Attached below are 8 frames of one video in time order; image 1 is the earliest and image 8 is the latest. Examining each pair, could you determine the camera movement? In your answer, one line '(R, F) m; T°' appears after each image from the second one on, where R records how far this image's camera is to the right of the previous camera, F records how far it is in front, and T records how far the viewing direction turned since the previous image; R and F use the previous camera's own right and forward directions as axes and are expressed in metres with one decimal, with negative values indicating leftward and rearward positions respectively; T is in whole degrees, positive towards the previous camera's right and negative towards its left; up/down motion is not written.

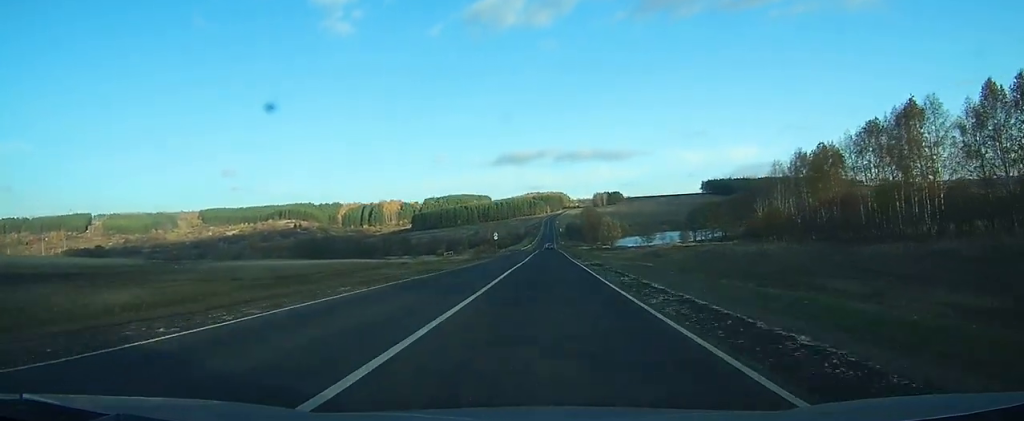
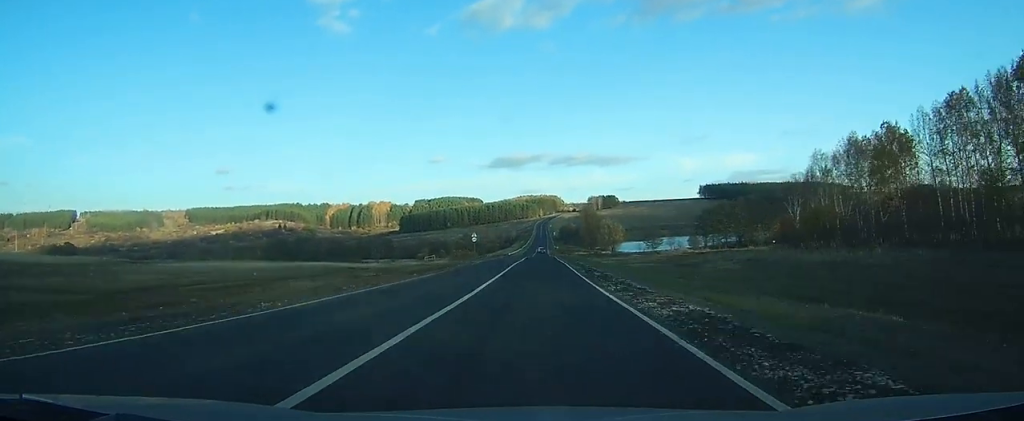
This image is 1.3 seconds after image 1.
(+0.1, +24.1) m; 0°
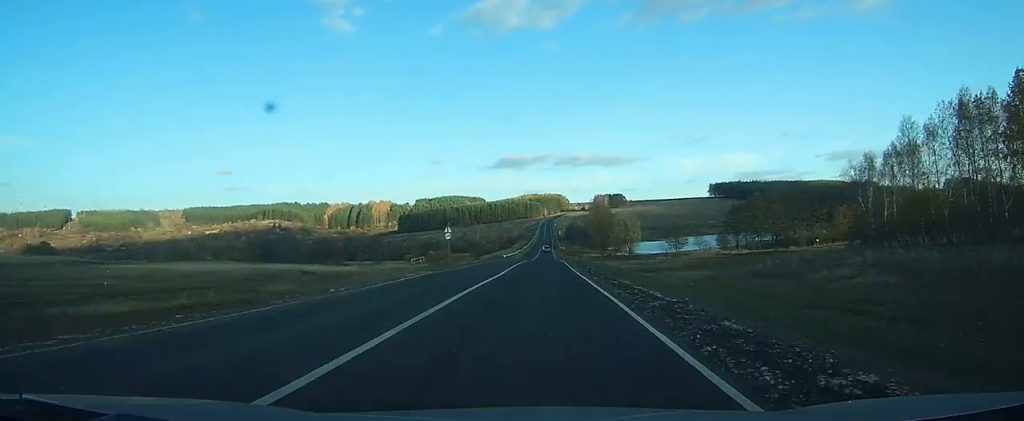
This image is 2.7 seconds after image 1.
(+0.1, +27.8) m; 0°
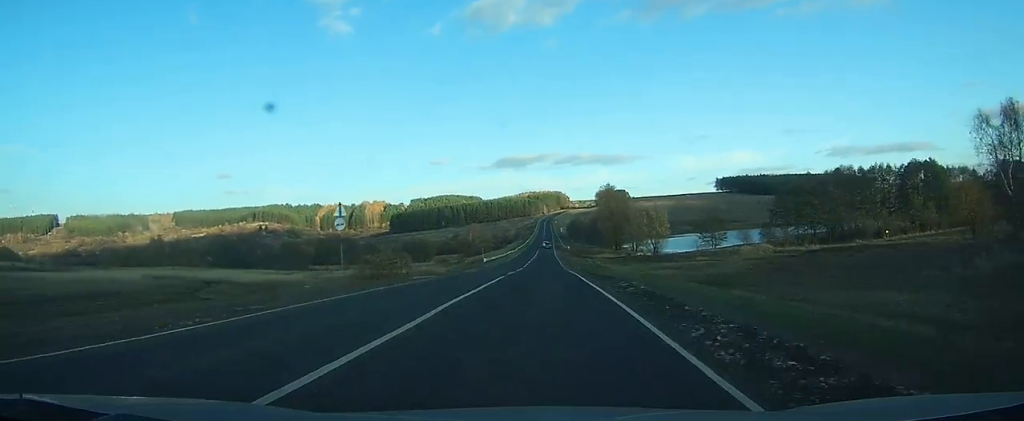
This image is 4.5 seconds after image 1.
(0.0, +35.9) m; 0°
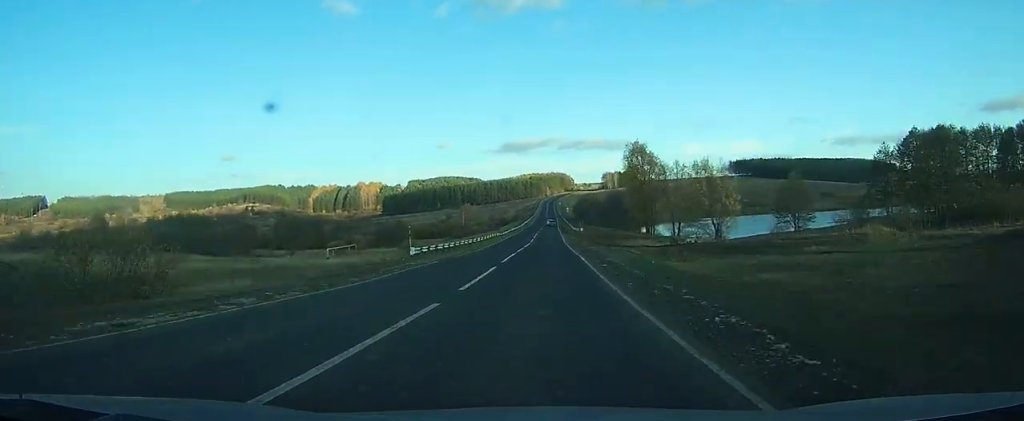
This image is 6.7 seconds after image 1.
(-0.1, +43.8) m; 0°
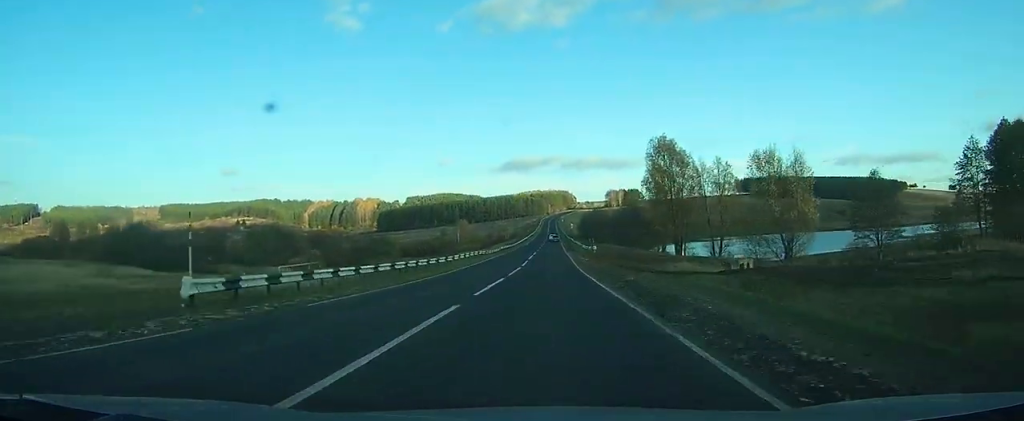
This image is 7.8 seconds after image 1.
(0.0, +22.9) m; 0°
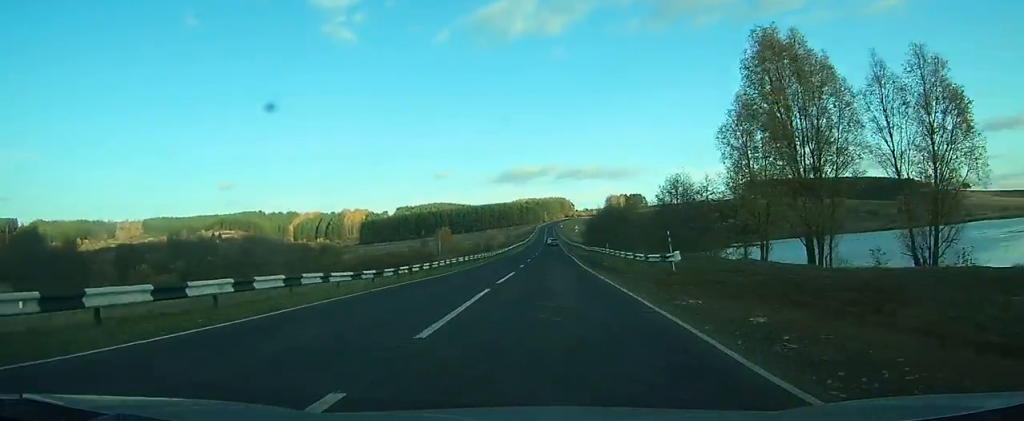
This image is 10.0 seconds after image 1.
(-0.1, +43.1) m; 0°
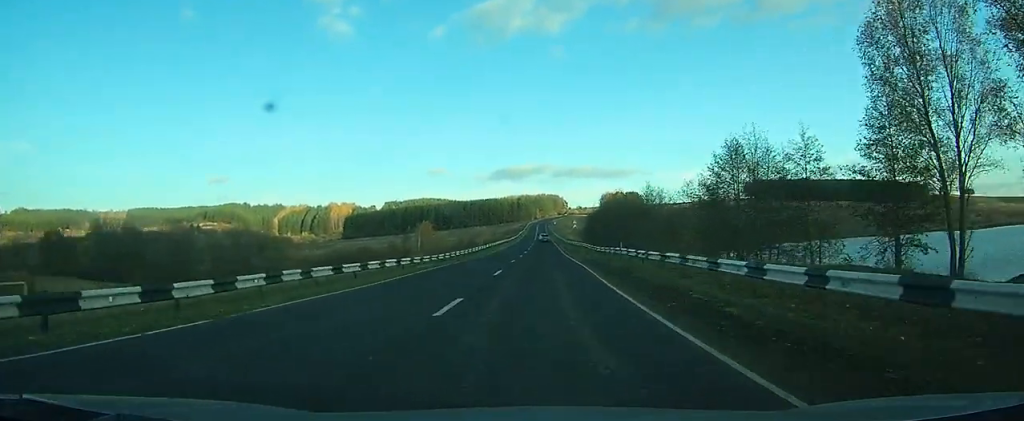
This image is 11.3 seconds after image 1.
(0.0, +24.3) m; 0°
